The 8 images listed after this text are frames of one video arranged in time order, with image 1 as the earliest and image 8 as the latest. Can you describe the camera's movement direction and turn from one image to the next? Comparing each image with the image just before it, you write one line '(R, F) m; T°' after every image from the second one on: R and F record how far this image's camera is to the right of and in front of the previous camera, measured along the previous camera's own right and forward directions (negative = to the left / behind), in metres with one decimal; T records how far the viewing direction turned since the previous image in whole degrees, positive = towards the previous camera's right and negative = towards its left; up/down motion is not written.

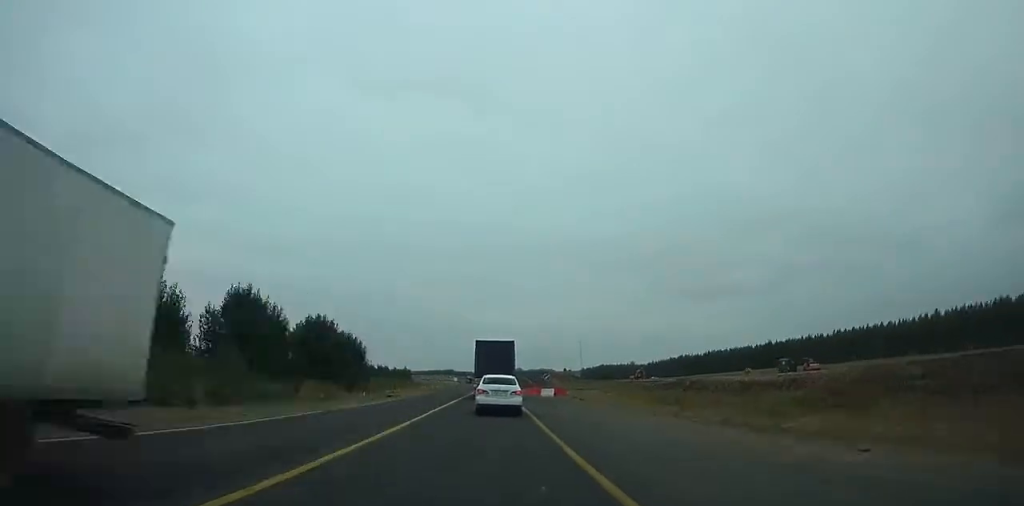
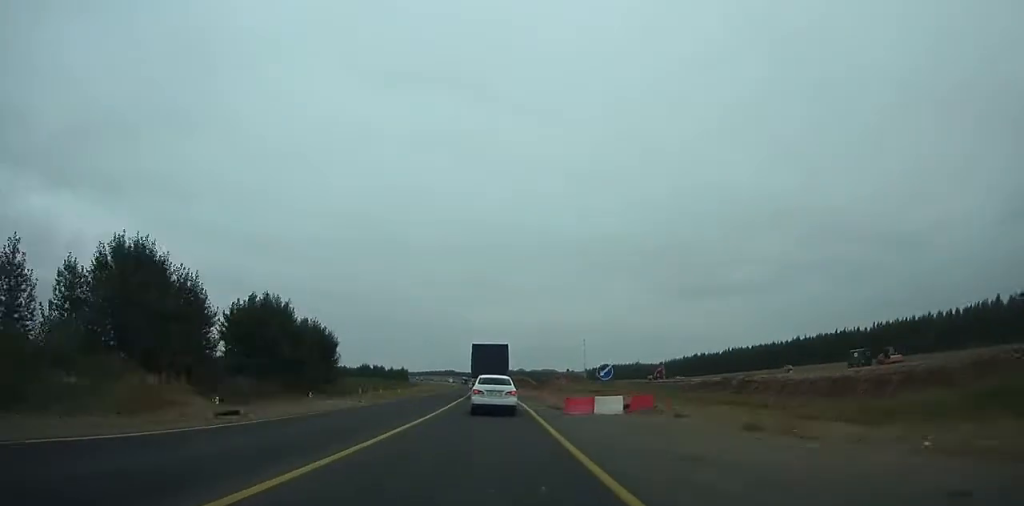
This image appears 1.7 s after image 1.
(+0.1, +27.3) m; 0°
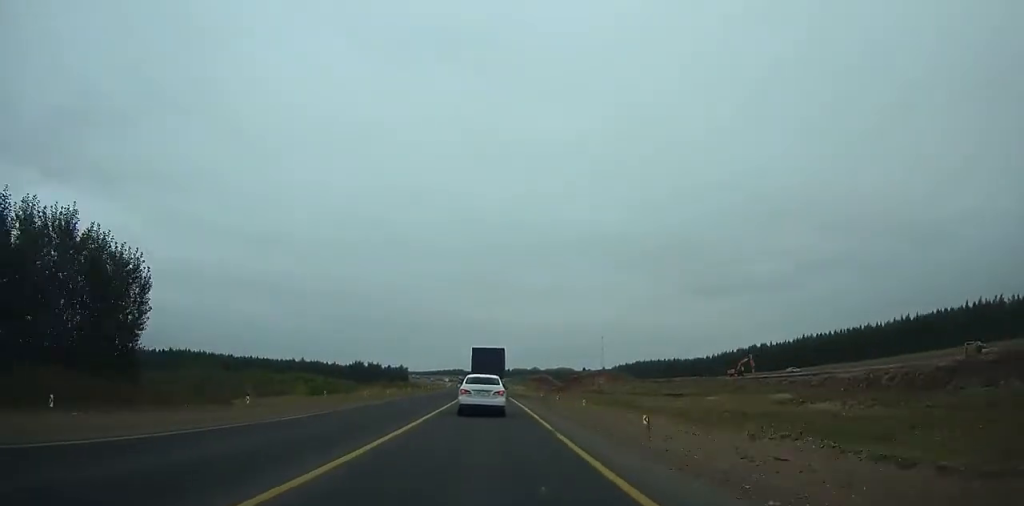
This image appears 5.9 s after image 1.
(-0.2, +69.1) m; -1°
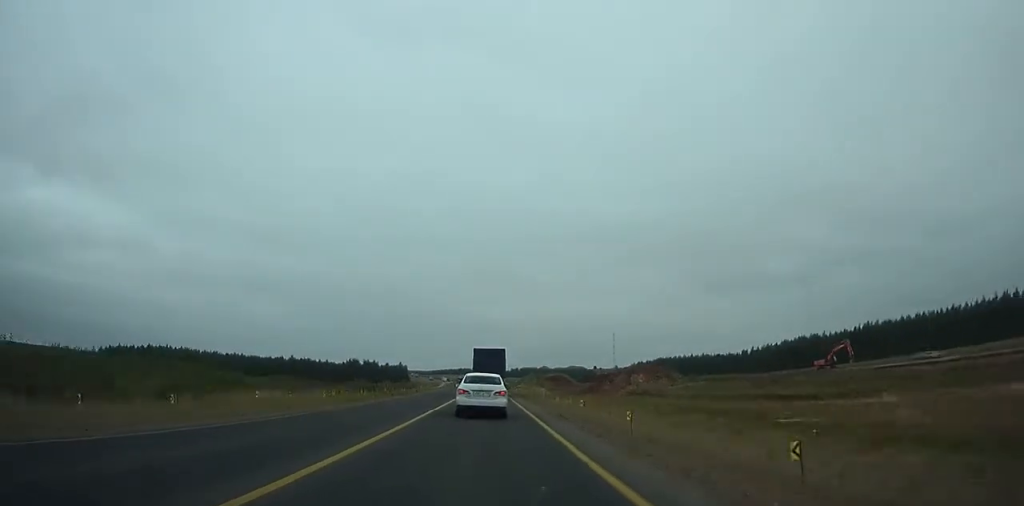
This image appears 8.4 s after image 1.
(-0.2, +41.8) m; -1°
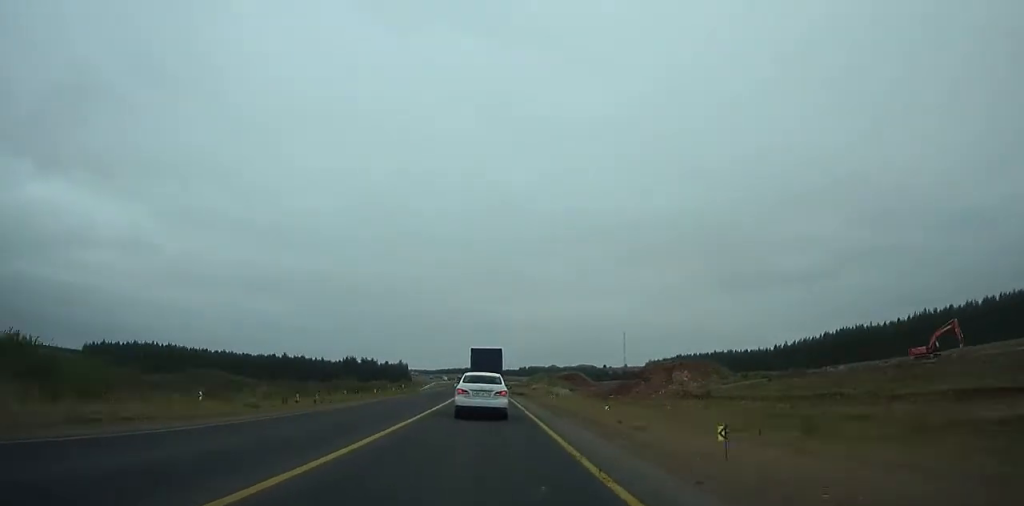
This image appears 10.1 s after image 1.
(0.0, +28.6) m; -1°
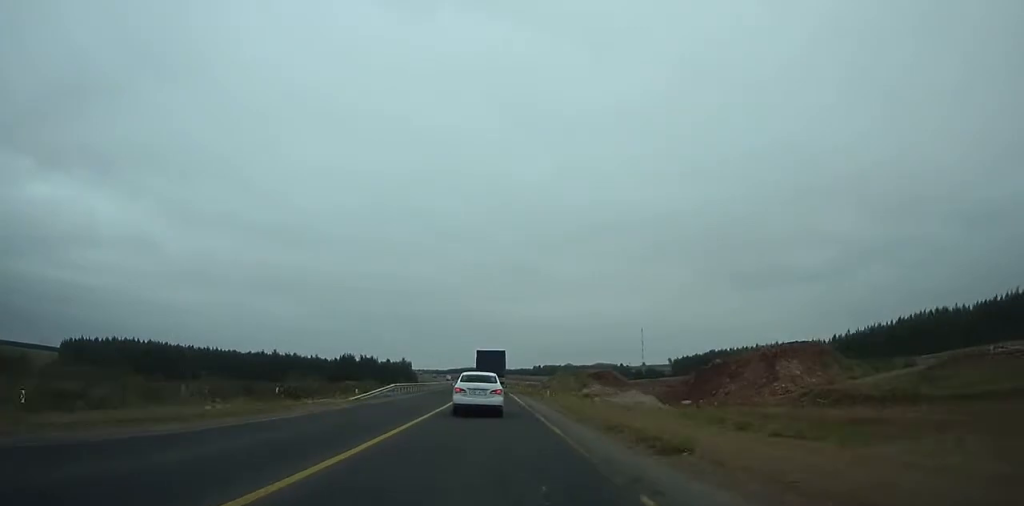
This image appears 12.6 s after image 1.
(-0.3, +42.0) m; -1°
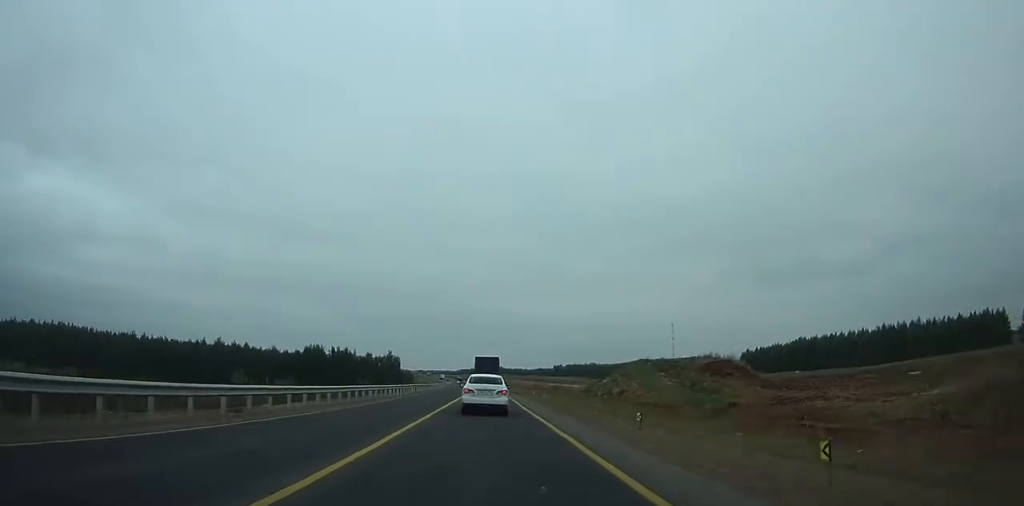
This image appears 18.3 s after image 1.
(-1.7, +96.7) m; -2°
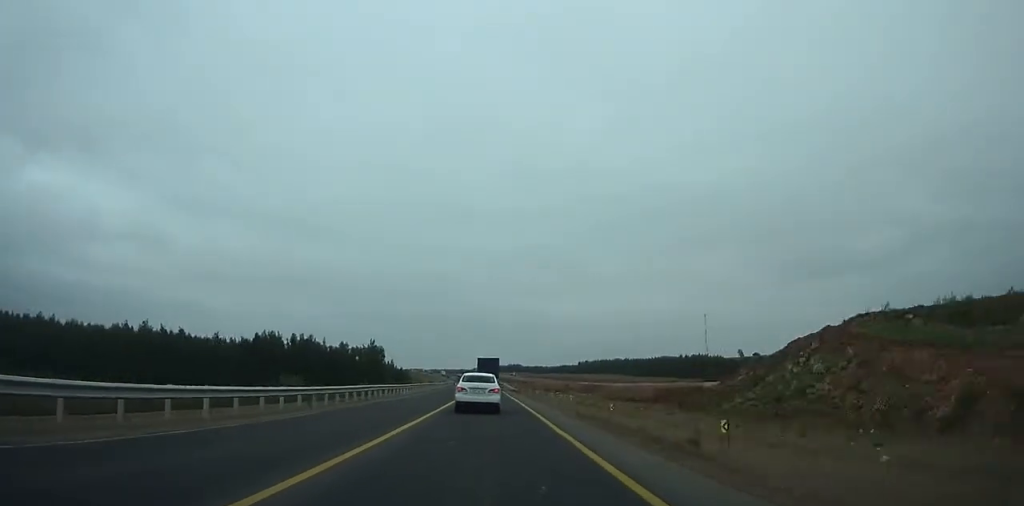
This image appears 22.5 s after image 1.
(-0.8, +73.8) m; -1°
